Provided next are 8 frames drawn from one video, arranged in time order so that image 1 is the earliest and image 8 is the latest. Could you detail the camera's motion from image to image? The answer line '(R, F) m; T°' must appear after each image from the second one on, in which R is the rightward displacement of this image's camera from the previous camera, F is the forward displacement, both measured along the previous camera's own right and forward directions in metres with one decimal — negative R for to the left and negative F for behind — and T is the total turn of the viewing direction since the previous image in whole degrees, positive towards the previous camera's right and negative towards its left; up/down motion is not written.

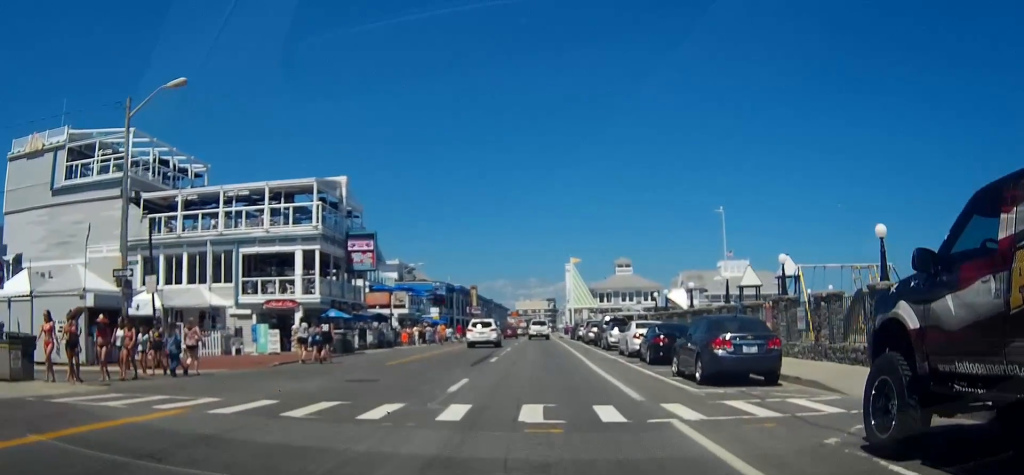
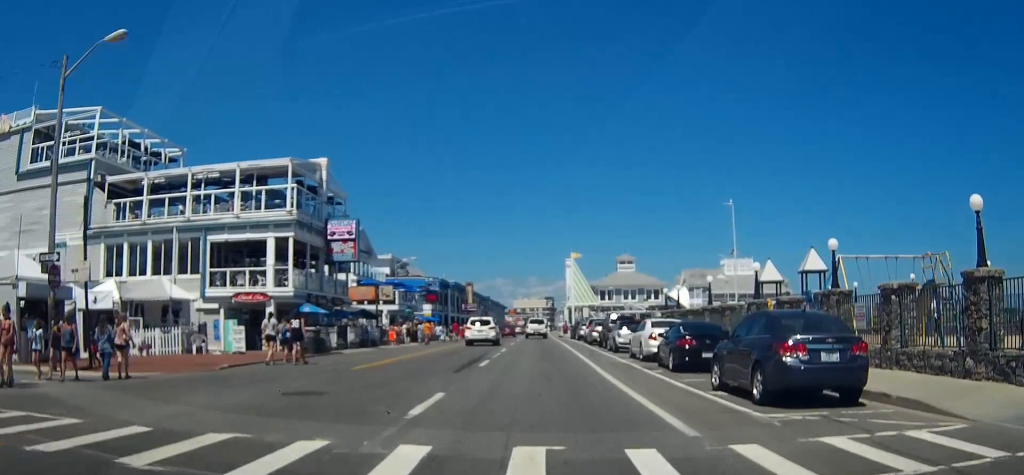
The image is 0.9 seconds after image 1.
(0.0, +4.2) m; 0°
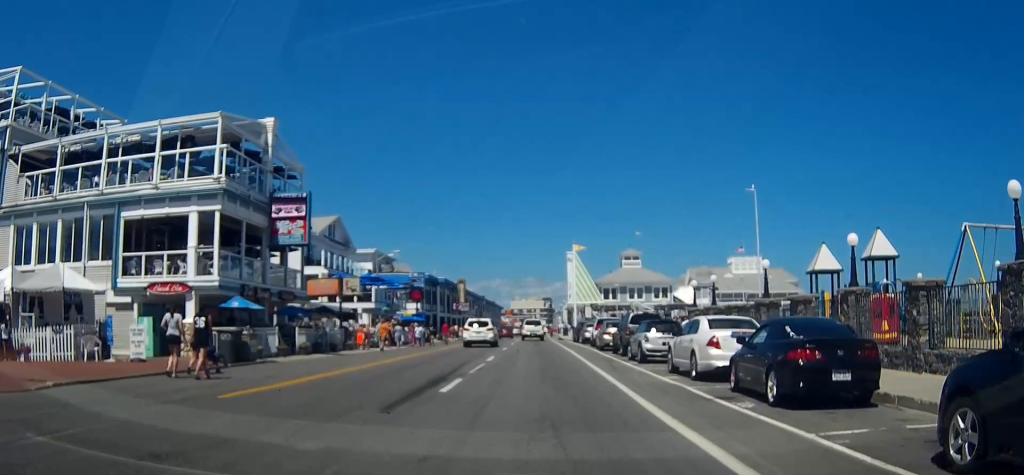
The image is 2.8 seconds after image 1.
(+0.2, +8.5) m; +2°
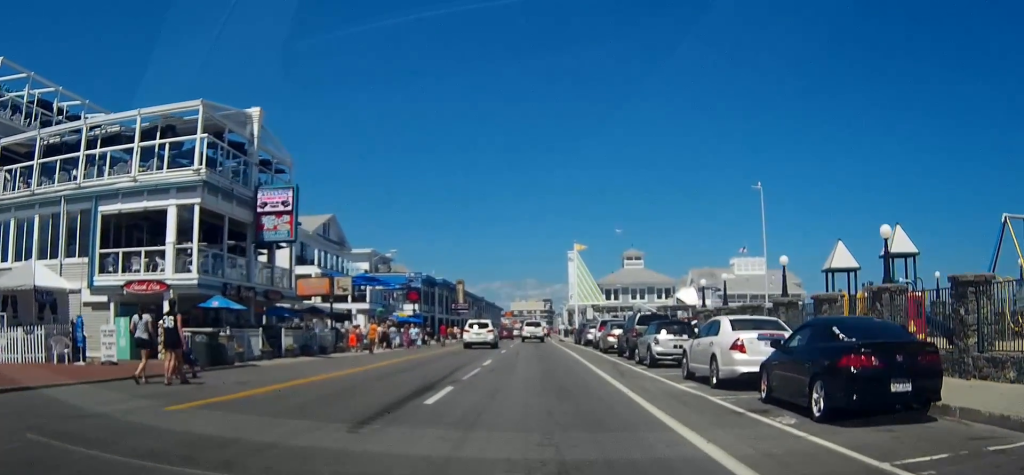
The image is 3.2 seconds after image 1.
(0.0, +1.9) m; 0°
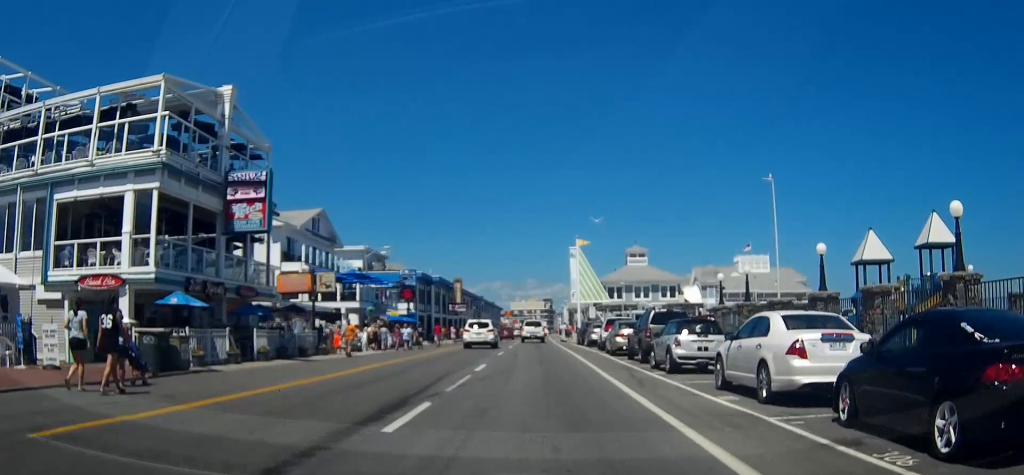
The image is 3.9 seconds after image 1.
(0.0, +3.3) m; +1°
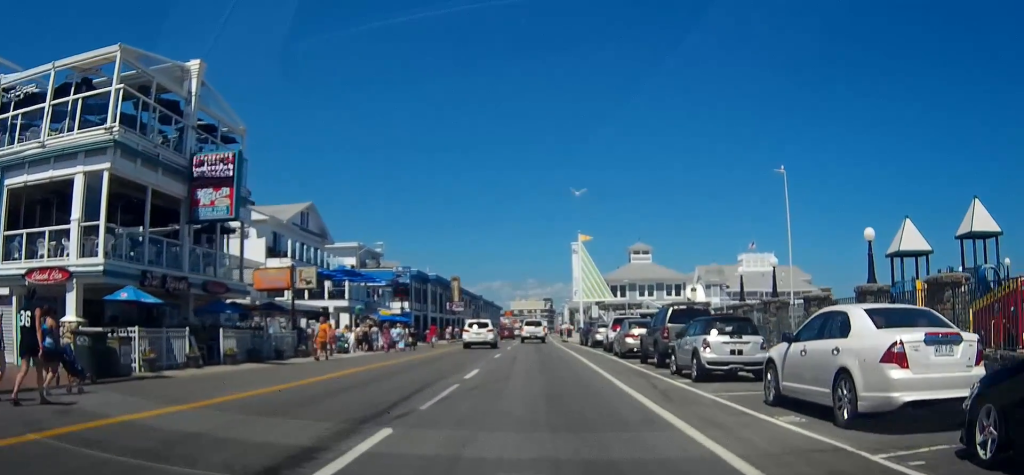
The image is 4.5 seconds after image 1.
(0.0, +3.2) m; +1°
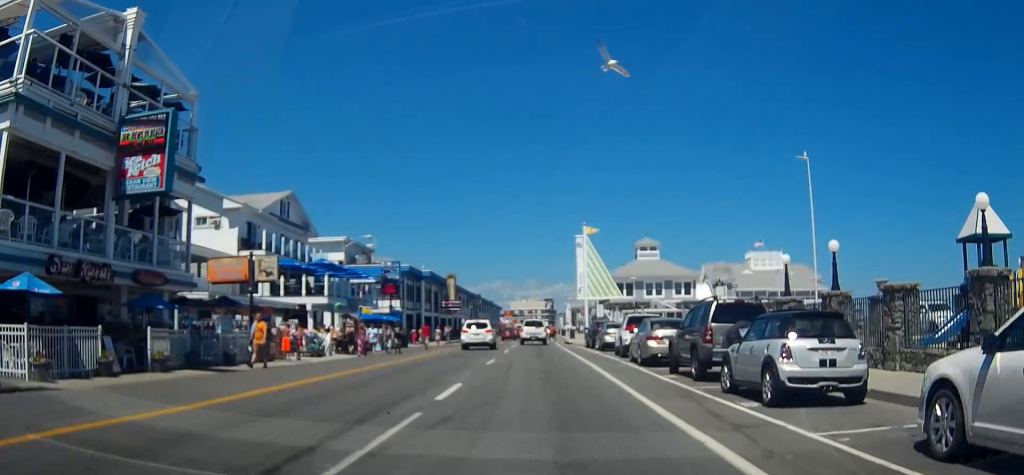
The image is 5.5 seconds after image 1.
(+0.1, +5.3) m; +1°
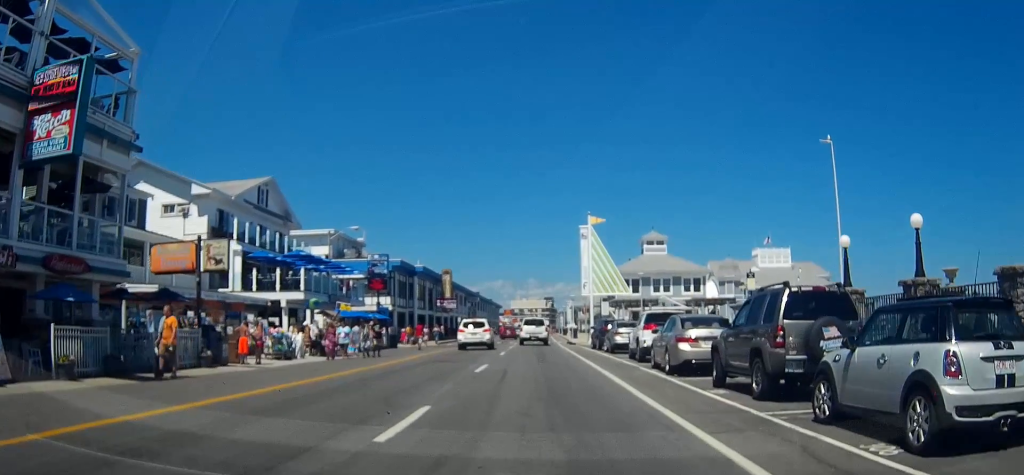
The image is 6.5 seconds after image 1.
(0.0, +5.3) m; -1°
